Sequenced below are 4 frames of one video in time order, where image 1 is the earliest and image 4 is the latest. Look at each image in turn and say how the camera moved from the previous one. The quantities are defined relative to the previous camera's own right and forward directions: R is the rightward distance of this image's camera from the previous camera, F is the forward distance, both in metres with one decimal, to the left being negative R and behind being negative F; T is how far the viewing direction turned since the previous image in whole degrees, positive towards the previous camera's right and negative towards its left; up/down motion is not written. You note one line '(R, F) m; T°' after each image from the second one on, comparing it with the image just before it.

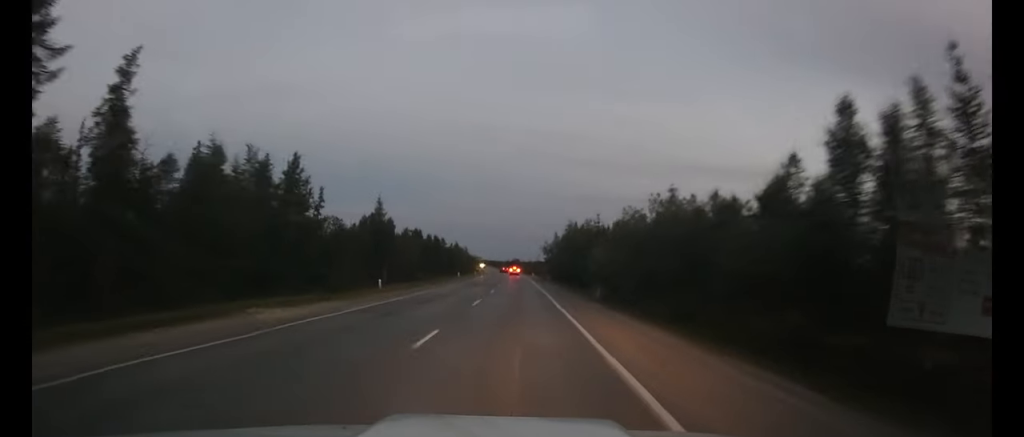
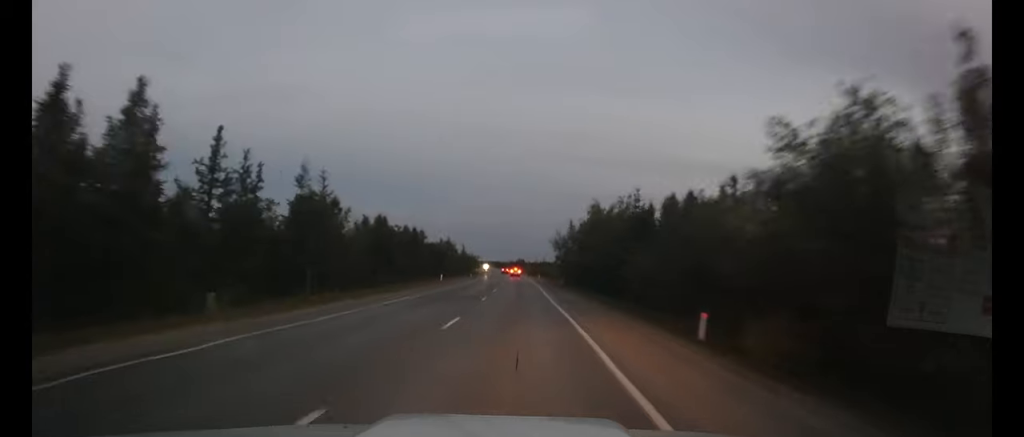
(-0.1, +20.6) m; 0°
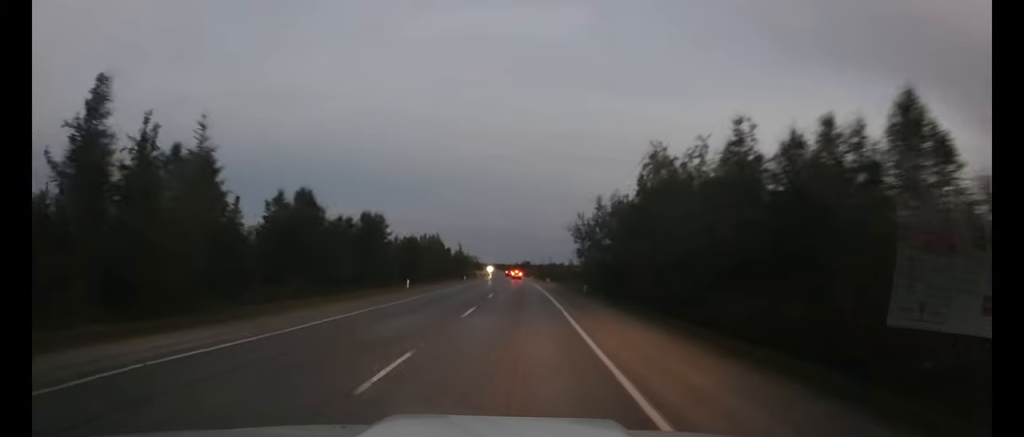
(0.0, +20.2) m; 0°
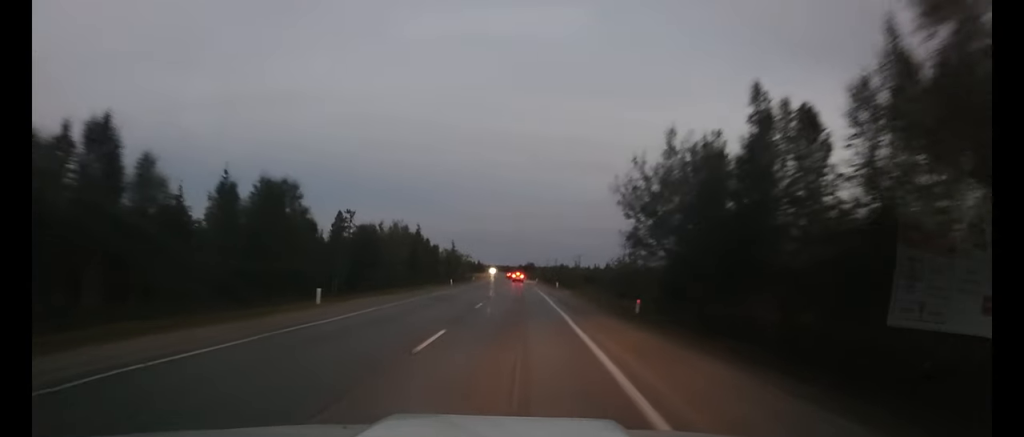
(-0.2, +19.4) m; -1°
